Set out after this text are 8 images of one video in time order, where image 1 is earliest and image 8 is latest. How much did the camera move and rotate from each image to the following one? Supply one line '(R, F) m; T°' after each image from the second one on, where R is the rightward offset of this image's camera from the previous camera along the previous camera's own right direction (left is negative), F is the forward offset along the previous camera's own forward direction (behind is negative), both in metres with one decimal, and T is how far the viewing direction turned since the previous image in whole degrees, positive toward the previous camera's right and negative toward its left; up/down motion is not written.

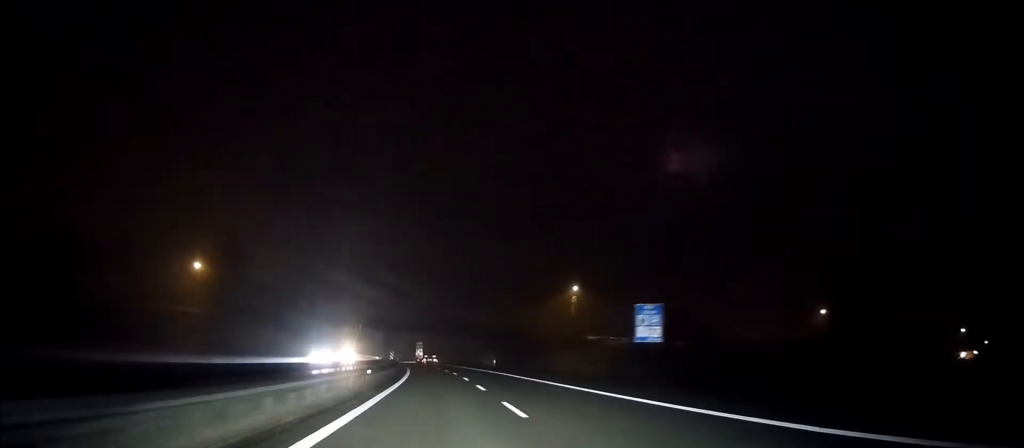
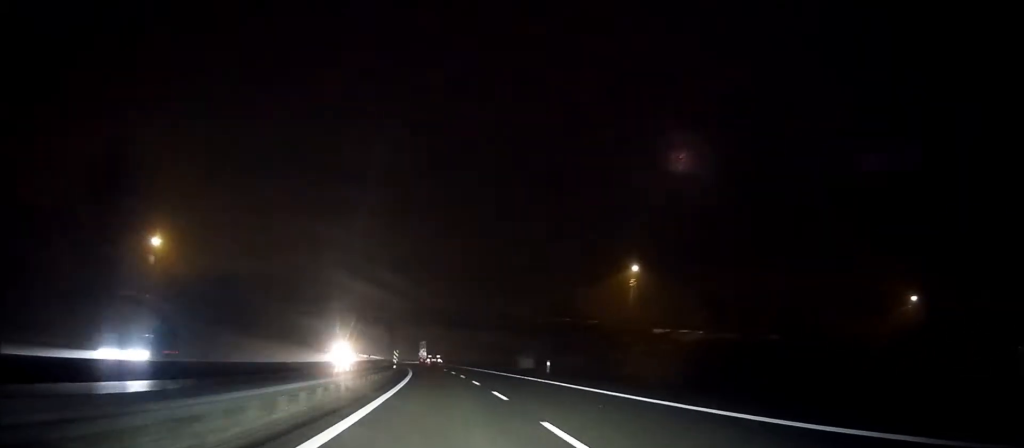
(-0.3, +29.5) m; -1°
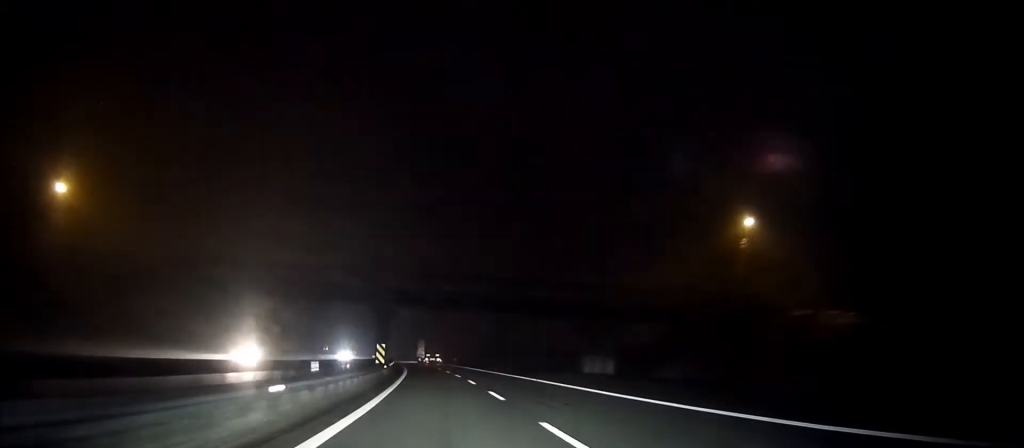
(-0.5, +35.6) m; -2°
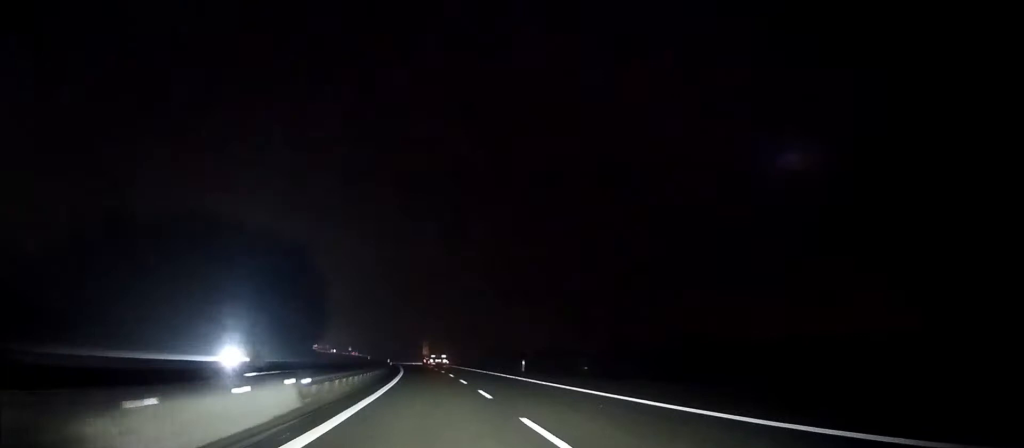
(-1.9, +58.9) m; -3°
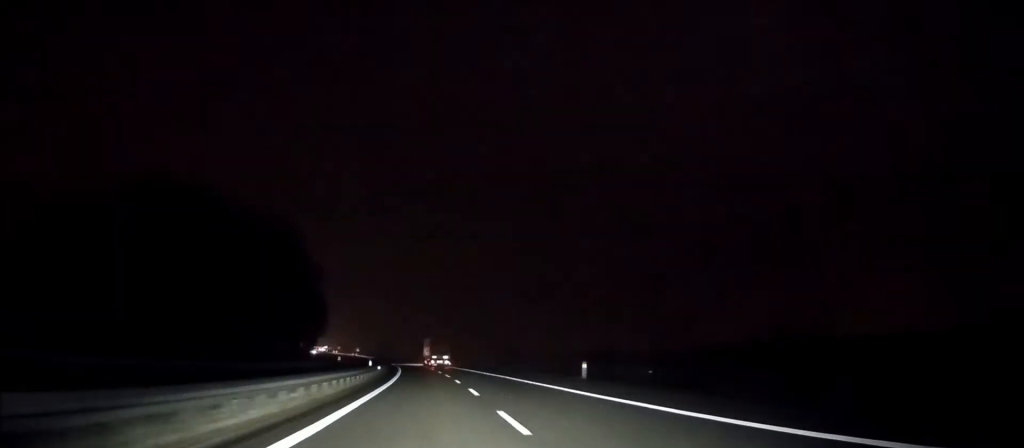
(-0.2, +21.3) m; -1°
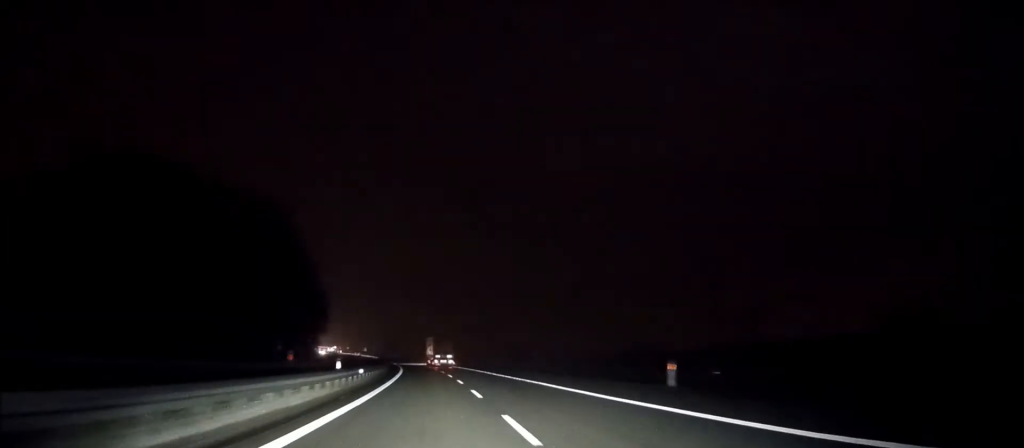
(-0.1, +13.2) m; -1°
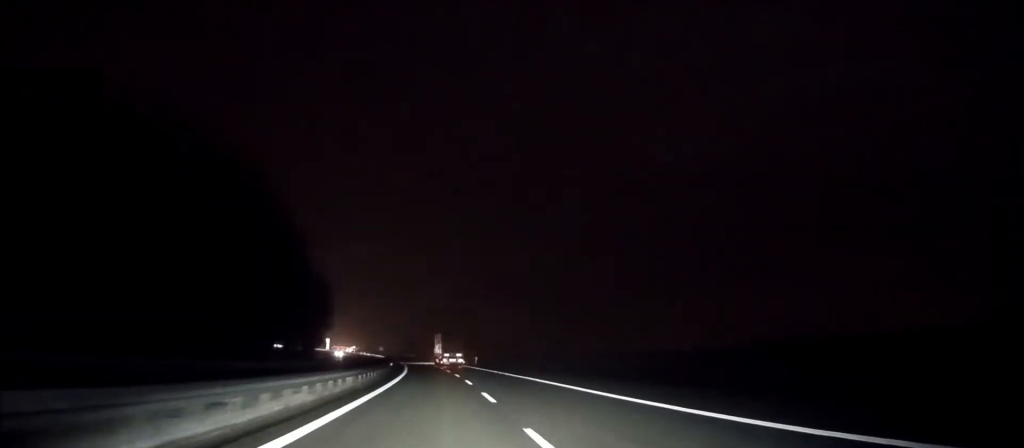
(-0.3, +25.4) m; -1°
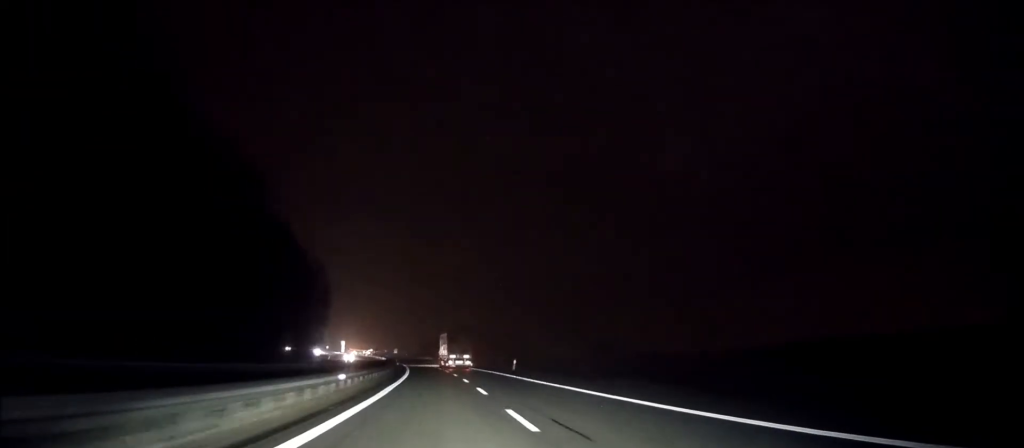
(-0.5, +30.5) m; -2°
